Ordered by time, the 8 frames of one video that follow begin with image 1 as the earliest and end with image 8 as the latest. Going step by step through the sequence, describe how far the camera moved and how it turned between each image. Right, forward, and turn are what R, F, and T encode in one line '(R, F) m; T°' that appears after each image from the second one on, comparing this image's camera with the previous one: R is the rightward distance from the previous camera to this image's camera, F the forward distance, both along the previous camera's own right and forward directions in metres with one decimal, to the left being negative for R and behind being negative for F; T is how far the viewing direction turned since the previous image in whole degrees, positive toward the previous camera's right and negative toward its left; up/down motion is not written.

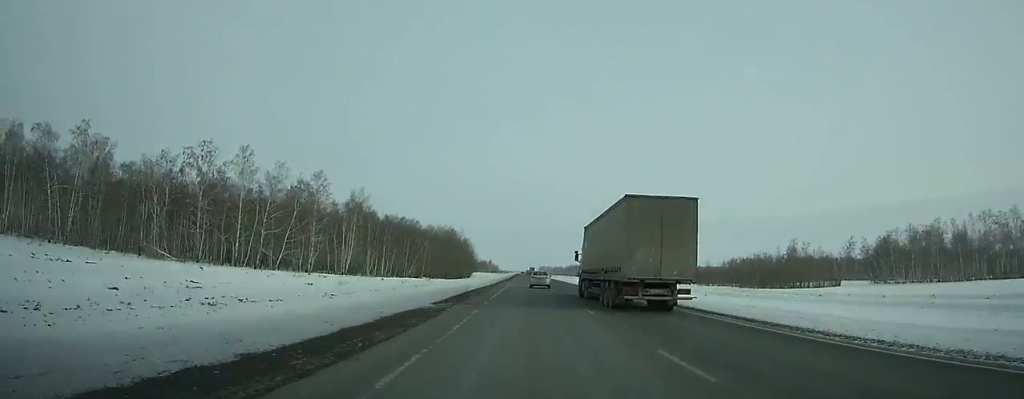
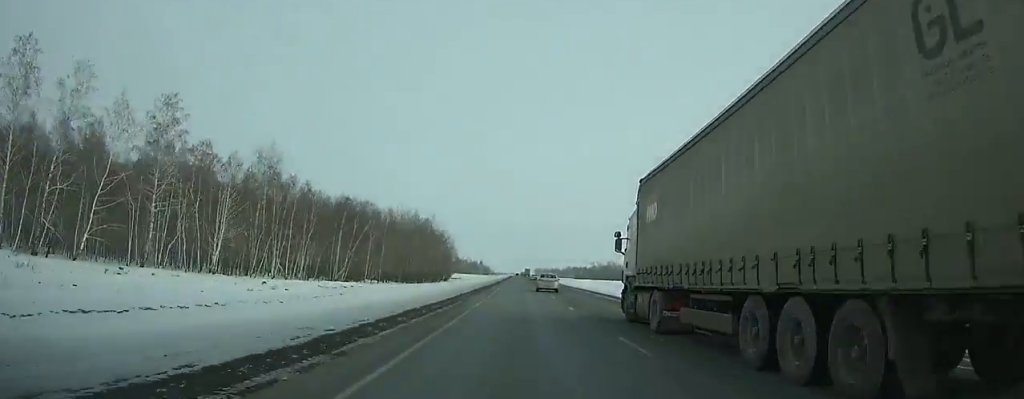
(+0.2, +46.1) m; 0°
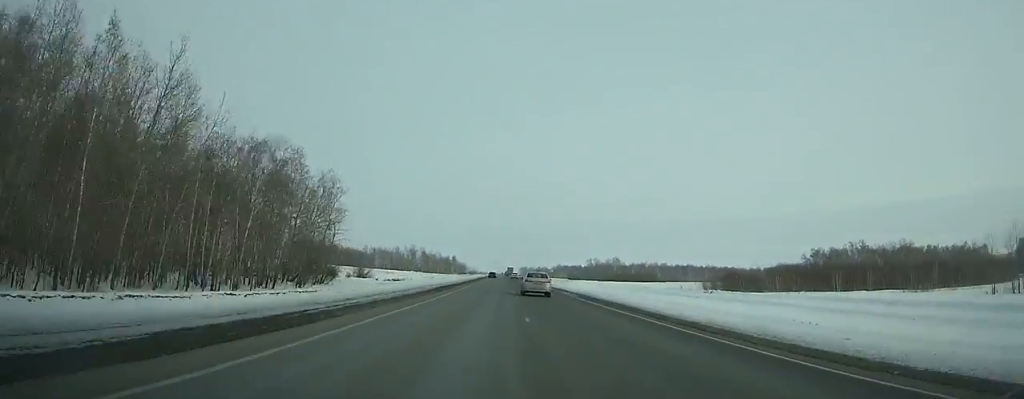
(+0.2, +88.0) m; 0°
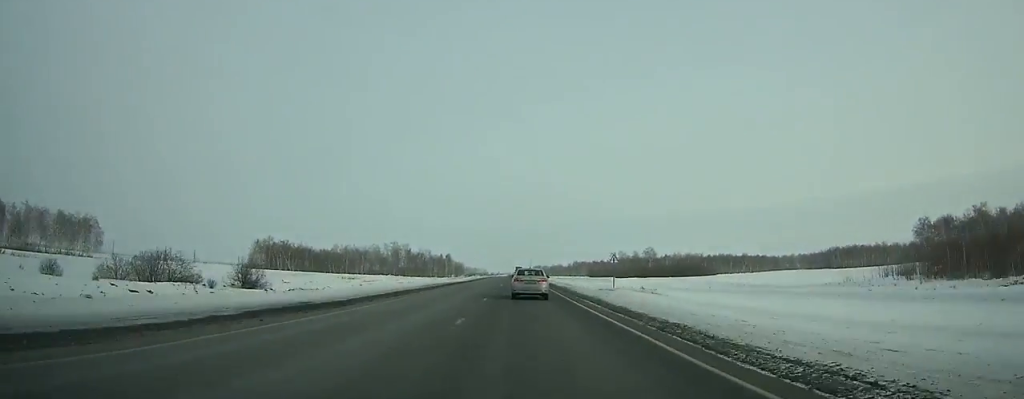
(+0.1, +70.2) m; 0°
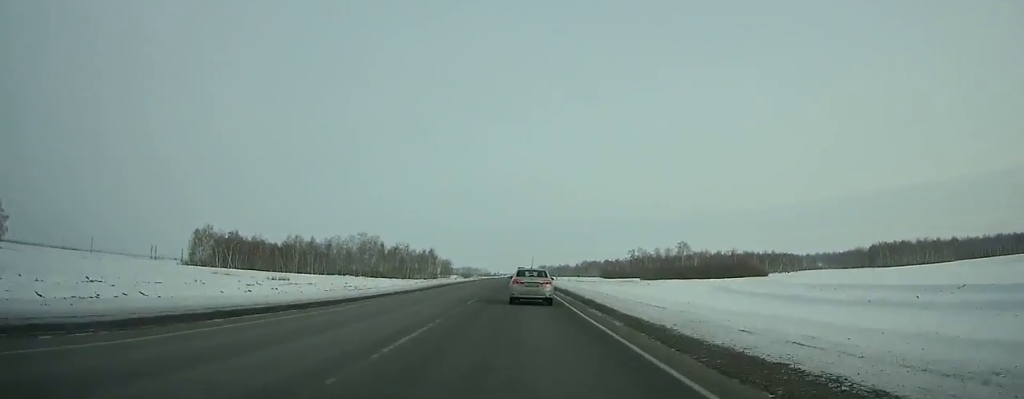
(-0.5, +58.5) m; -1°
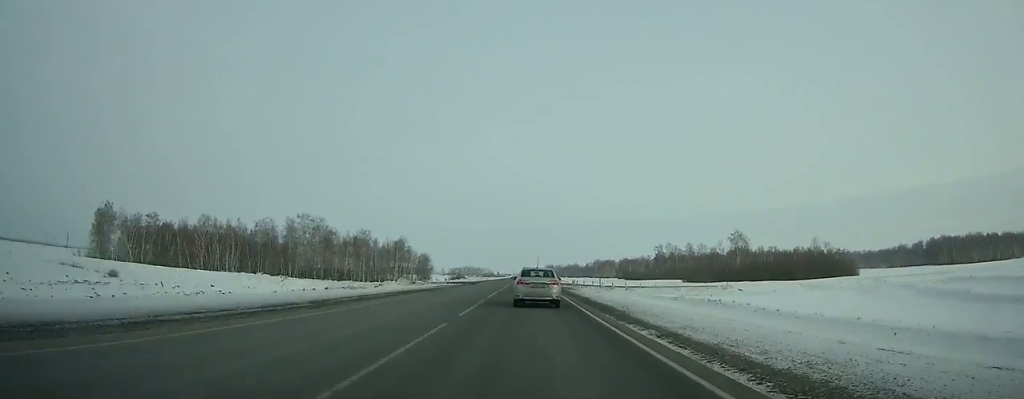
(-0.2, +59.9) m; 0°
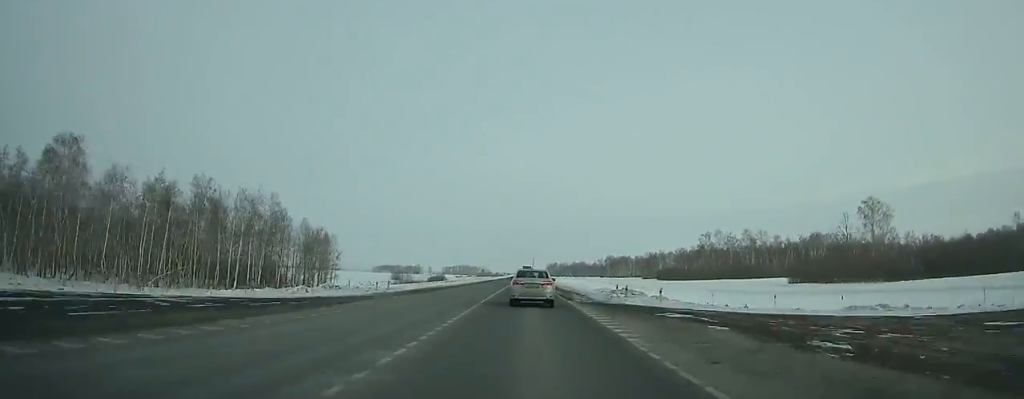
(+0.1, +84.0) m; 0°
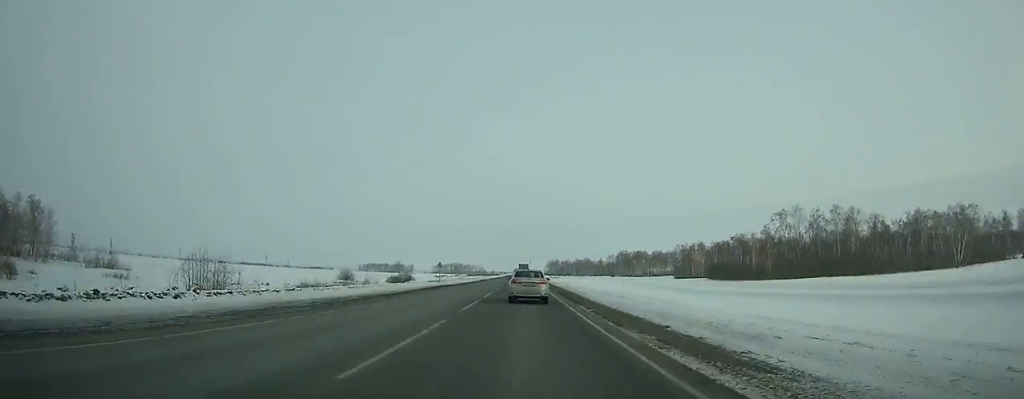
(+0.2, +73.3) m; 0°
